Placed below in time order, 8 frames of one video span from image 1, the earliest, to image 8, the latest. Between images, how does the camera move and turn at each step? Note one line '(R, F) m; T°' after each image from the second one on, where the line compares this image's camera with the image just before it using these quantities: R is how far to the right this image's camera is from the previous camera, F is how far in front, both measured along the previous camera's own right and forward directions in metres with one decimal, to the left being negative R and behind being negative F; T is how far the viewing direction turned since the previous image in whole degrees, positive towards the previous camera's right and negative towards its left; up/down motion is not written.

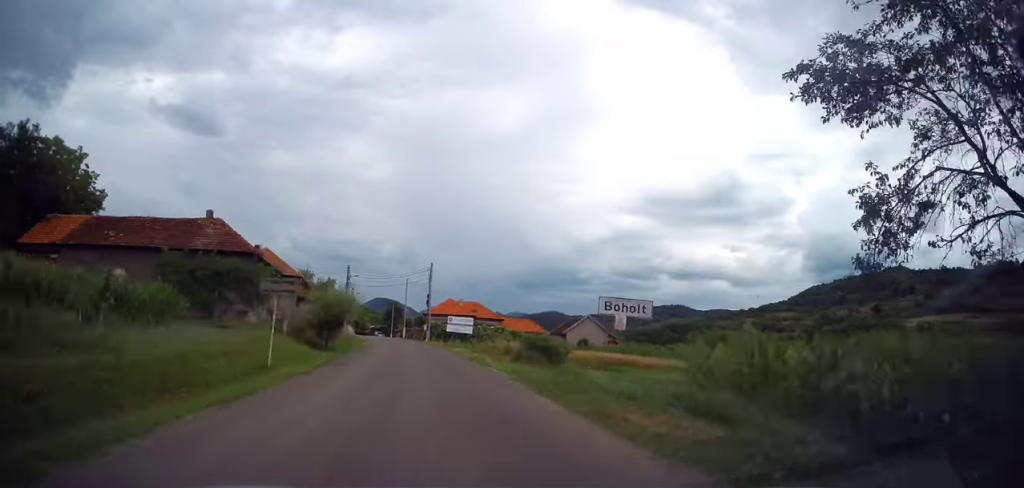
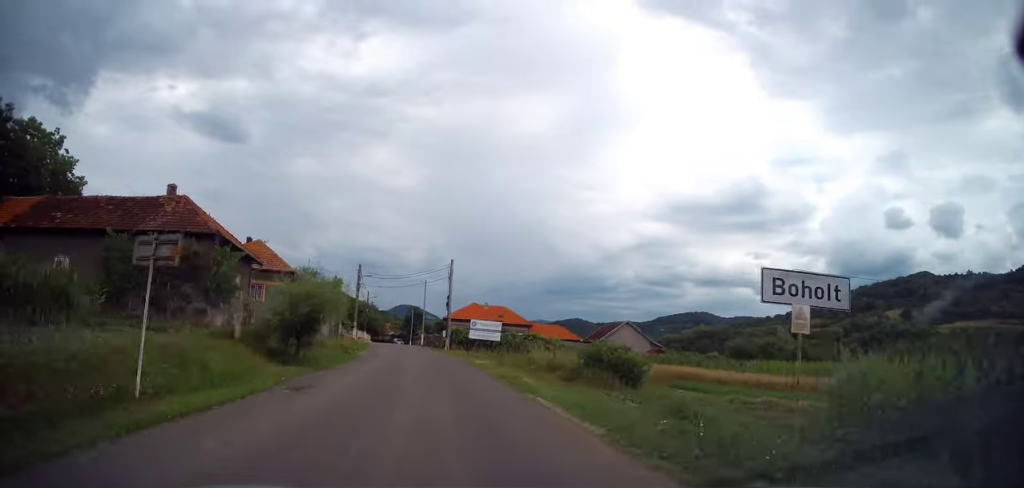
(-0.1, +7.4) m; -1°
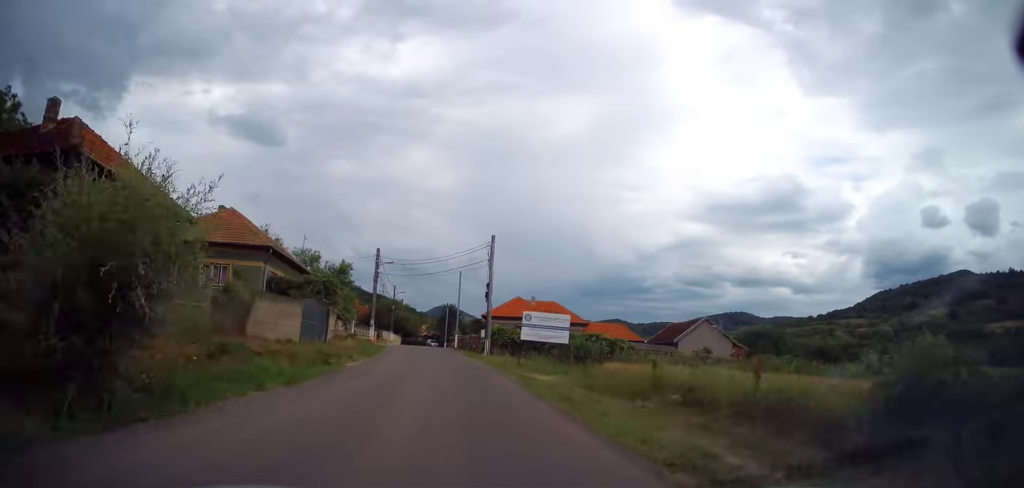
(-0.2, +11.7) m; -2°
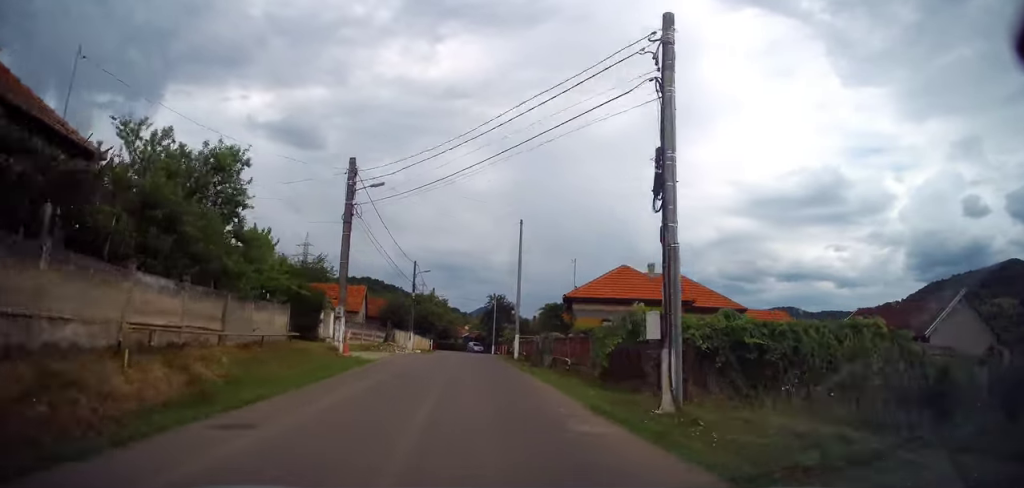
(-1.7, +26.2) m; -6°
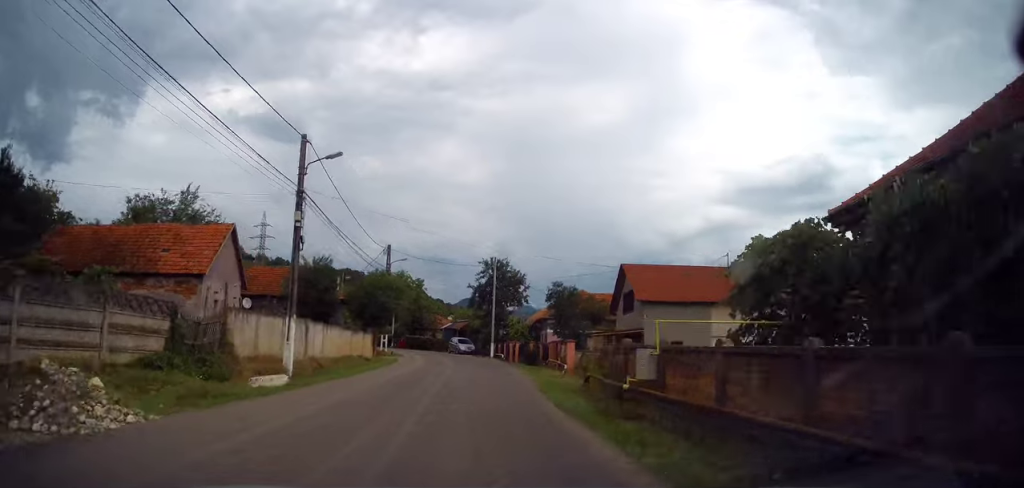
(+0.1, +31.5) m; +1°
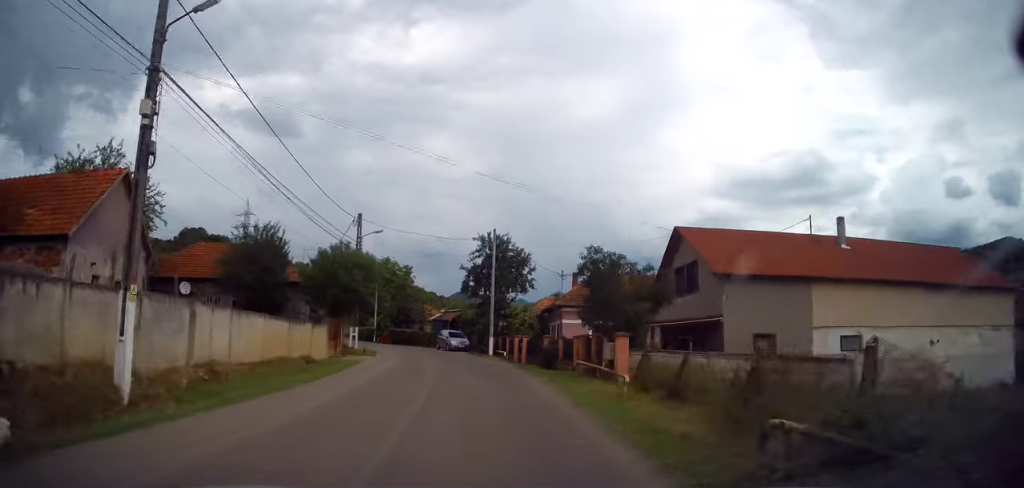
(+0.1, +9.9) m; 0°
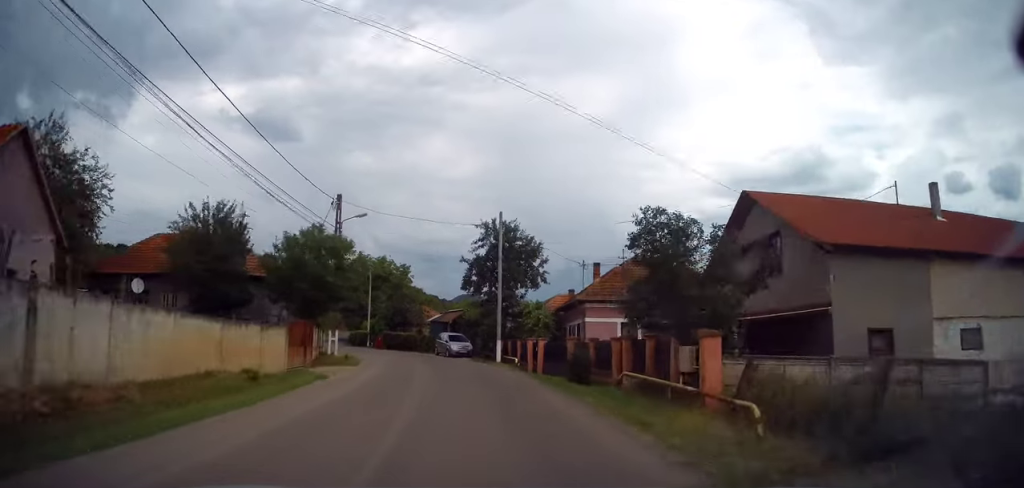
(+0.1, +5.9) m; 0°
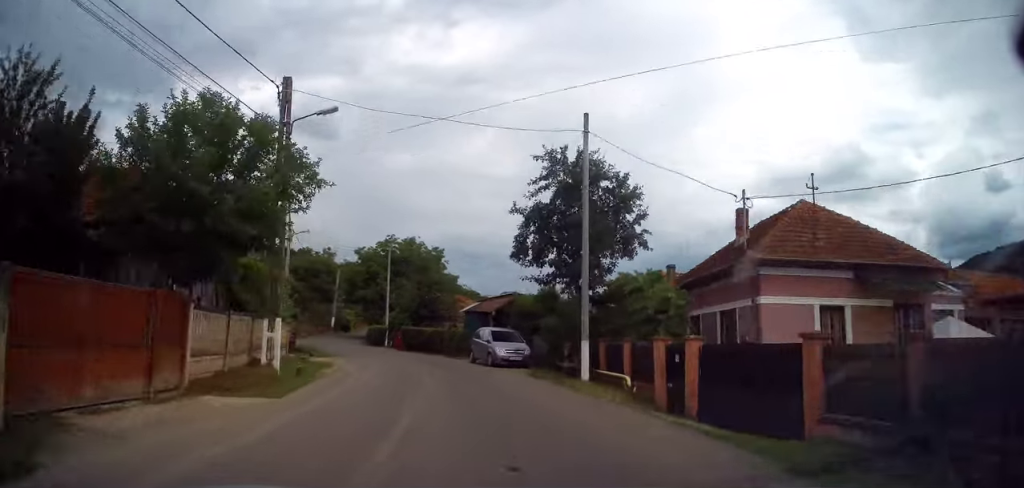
(-0.1, +13.8) m; -5°
